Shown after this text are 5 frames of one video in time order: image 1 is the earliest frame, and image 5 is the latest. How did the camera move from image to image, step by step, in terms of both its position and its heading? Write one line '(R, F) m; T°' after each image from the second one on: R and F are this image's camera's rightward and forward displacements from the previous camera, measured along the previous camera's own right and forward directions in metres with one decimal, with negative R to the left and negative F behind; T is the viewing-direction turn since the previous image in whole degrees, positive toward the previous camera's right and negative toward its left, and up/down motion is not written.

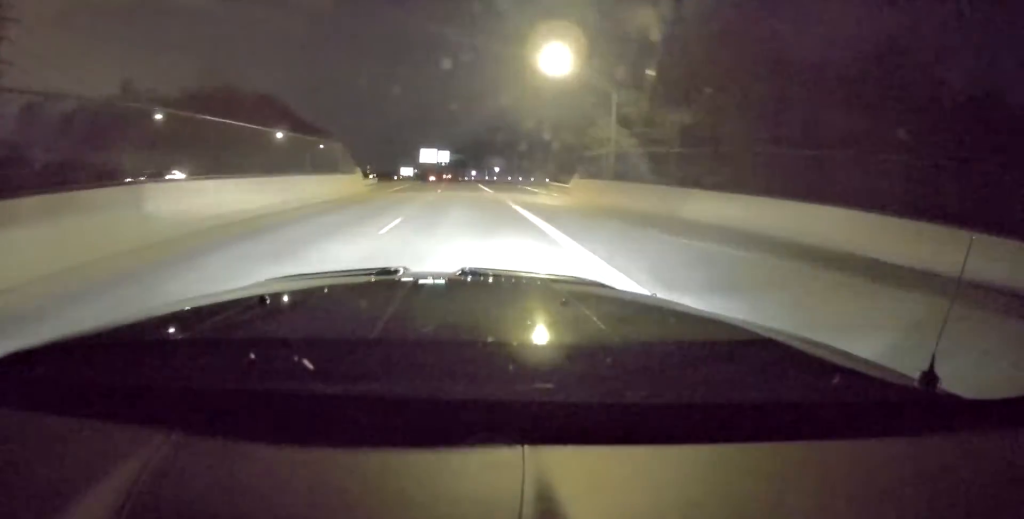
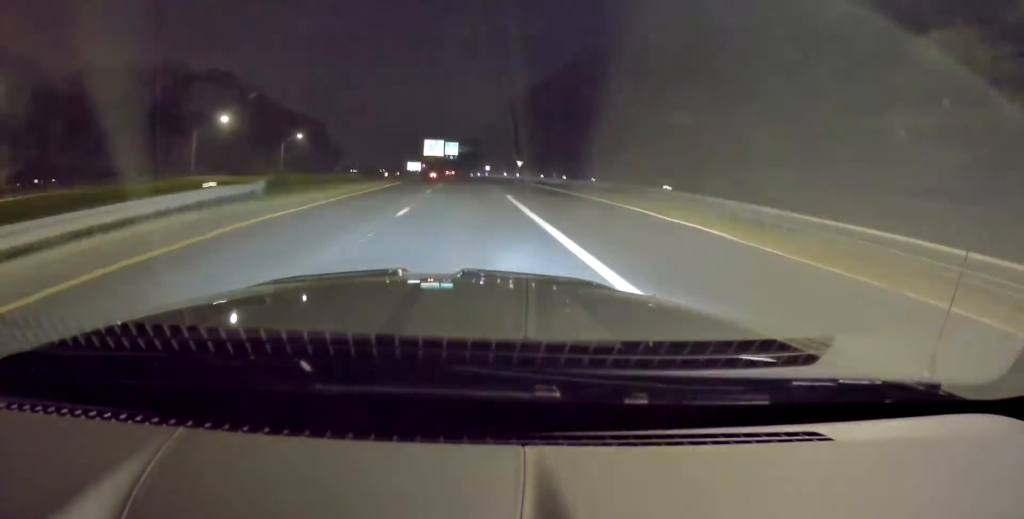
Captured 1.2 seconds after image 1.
(+0.1, +34.5) m; -1°
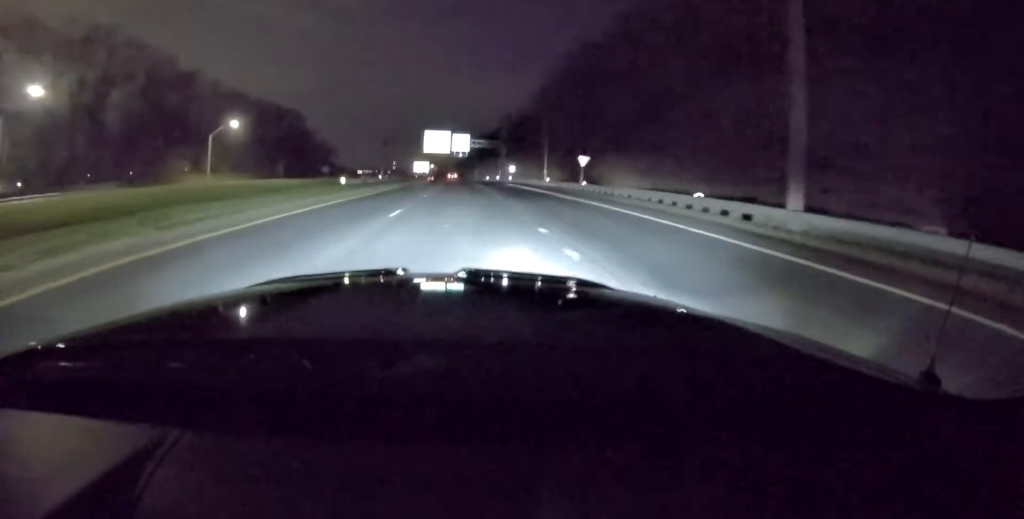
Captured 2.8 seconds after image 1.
(-1.3, +48.4) m; -3°
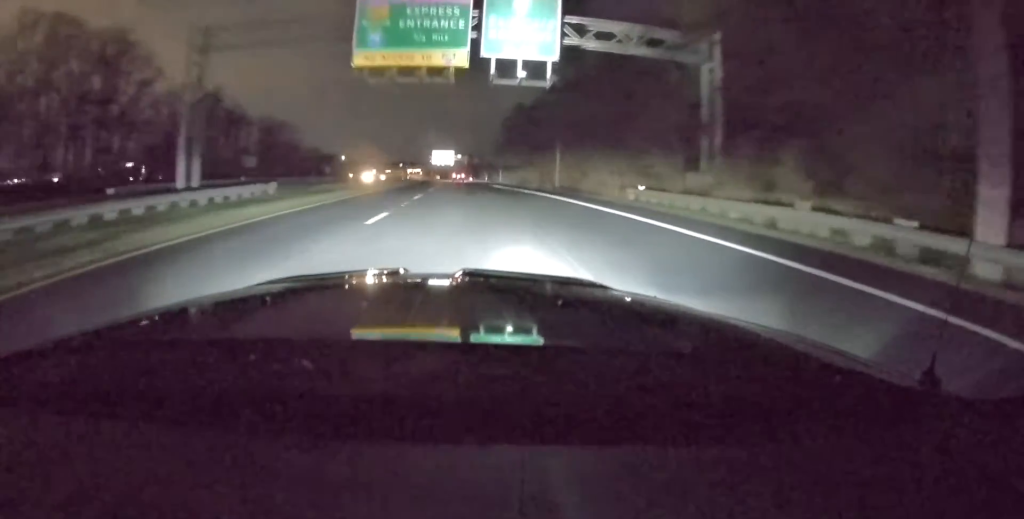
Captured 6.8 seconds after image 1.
(-2.5, +114.2) m; -2°
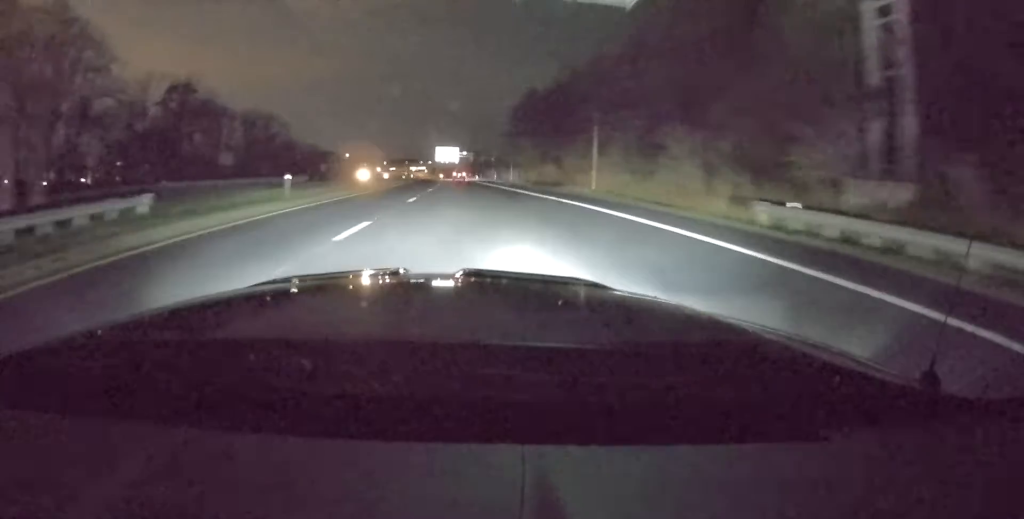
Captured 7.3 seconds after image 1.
(+0.3, +15.6) m; -1°
